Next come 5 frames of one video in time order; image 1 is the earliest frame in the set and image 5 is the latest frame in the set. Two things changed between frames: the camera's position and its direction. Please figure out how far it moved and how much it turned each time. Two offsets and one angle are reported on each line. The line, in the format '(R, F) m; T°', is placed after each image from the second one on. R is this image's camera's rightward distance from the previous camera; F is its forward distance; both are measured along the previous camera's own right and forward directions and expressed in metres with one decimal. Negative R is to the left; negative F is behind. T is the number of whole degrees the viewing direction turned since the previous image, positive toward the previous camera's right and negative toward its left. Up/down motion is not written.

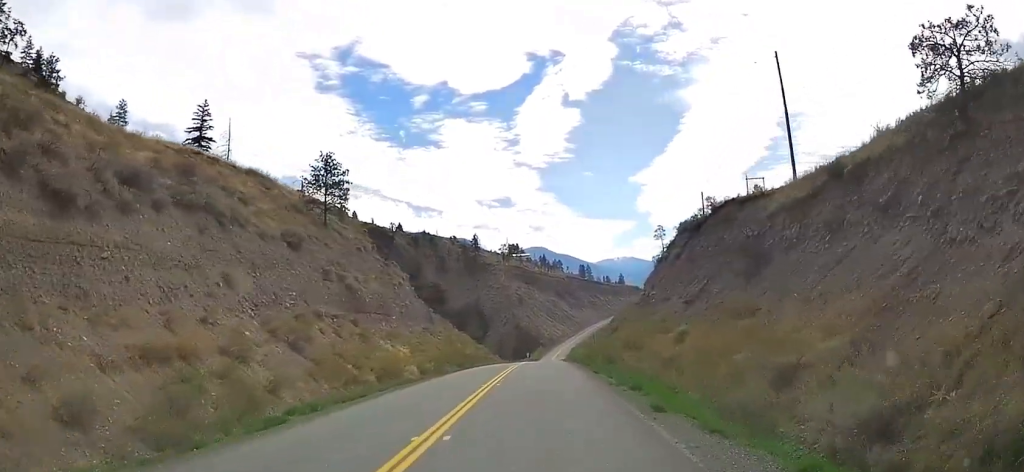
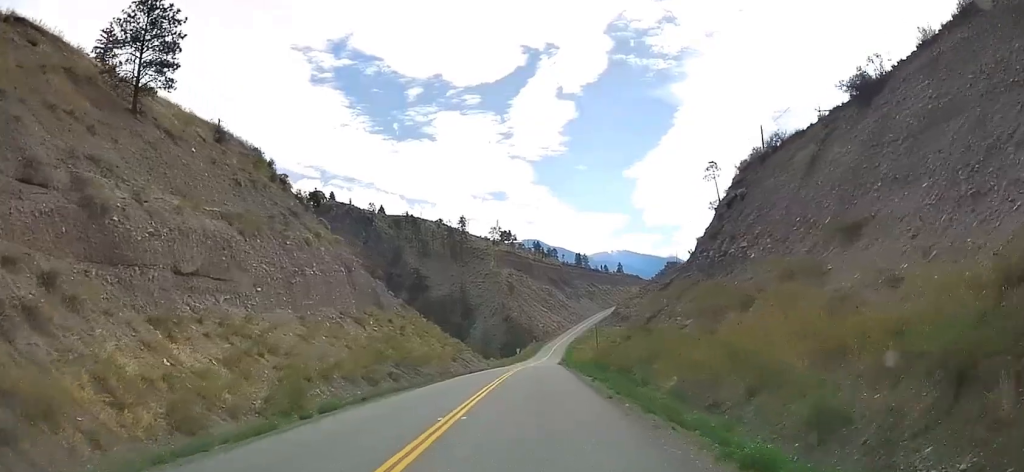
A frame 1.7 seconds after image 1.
(+0.6, +35.7) m; +1°
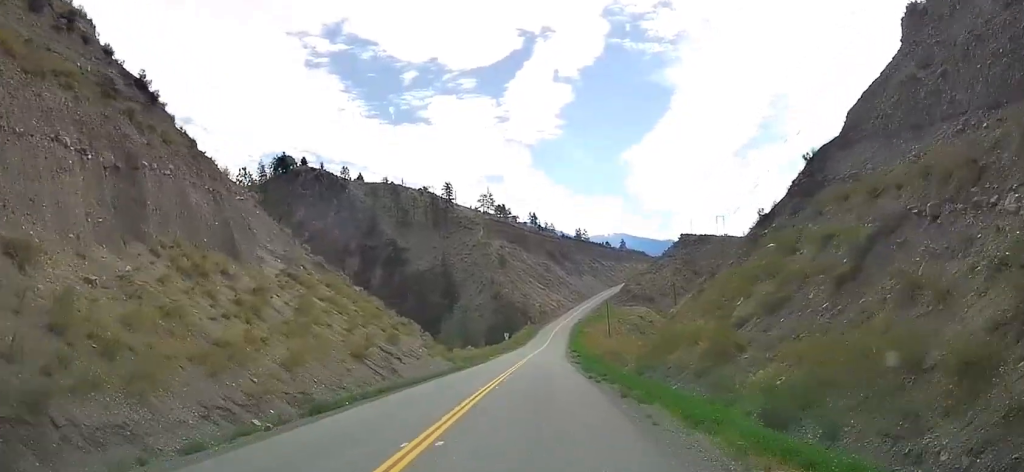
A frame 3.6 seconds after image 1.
(-0.8, +45.1) m; -1°
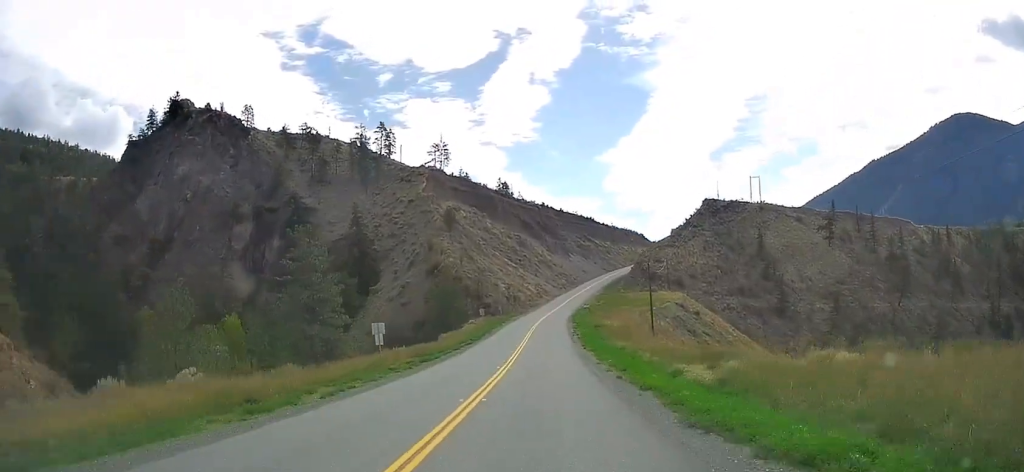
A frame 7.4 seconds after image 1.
(+0.4, +86.9) m; +1°
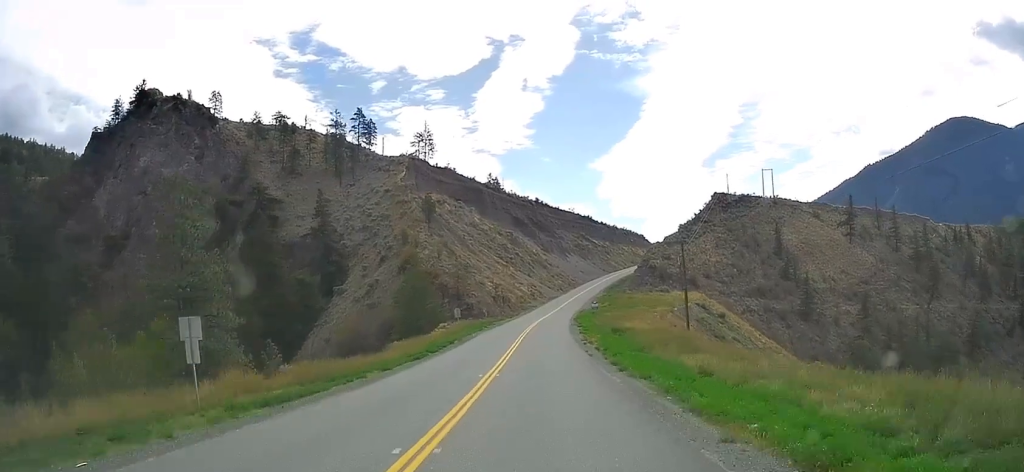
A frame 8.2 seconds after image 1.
(+0.2, +20.5) m; +1°
